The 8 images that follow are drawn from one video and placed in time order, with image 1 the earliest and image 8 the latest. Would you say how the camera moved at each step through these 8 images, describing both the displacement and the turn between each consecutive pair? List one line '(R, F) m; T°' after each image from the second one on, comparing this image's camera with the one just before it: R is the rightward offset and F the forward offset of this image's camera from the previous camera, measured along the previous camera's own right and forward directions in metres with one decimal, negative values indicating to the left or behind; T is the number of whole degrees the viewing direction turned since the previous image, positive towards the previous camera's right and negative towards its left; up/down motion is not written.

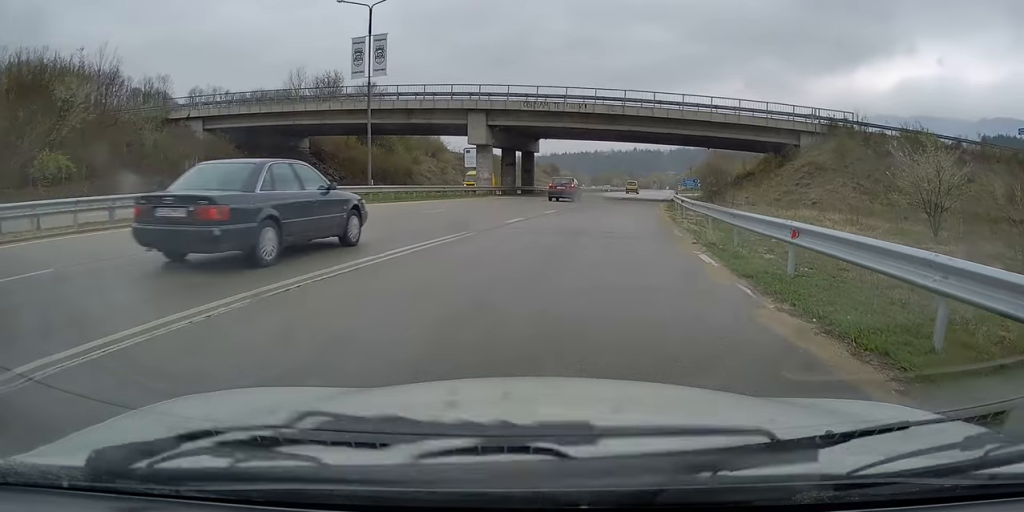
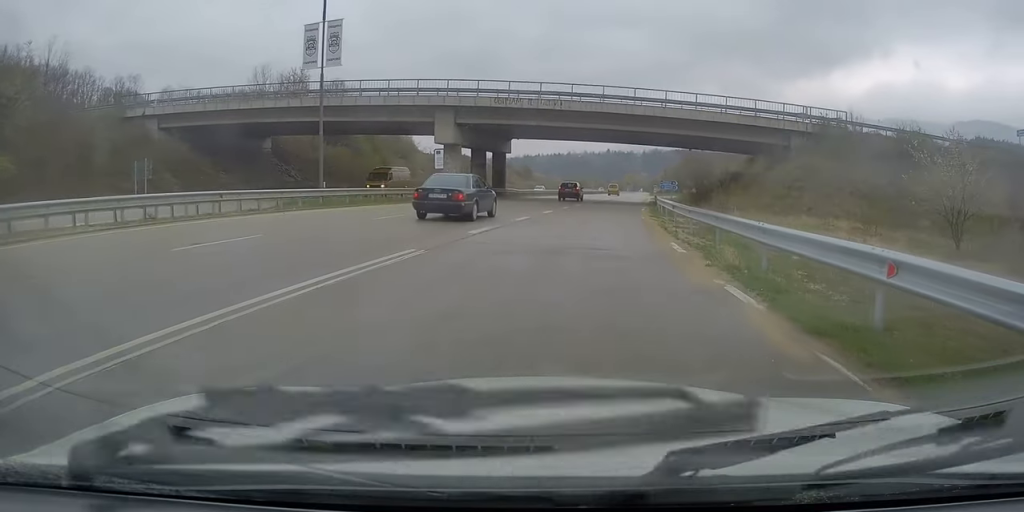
(+0.1, +3.4) m; +1°
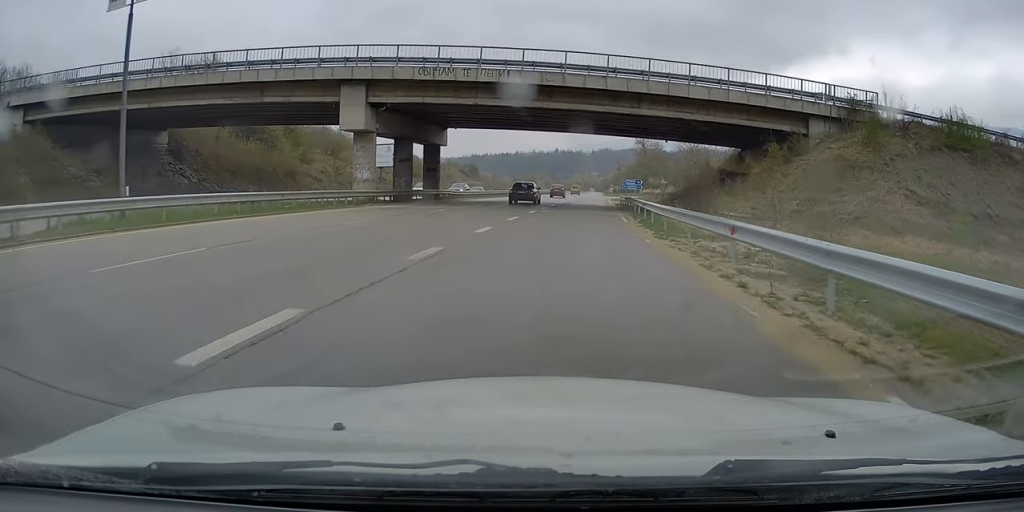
(+0.1, +11.8) m; +3°
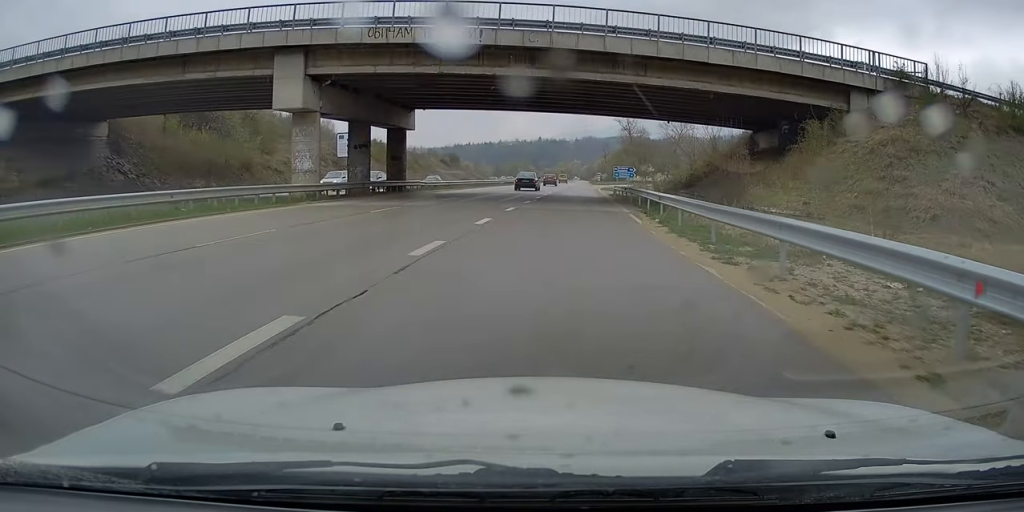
(+0.2, +6.8) m; +1°
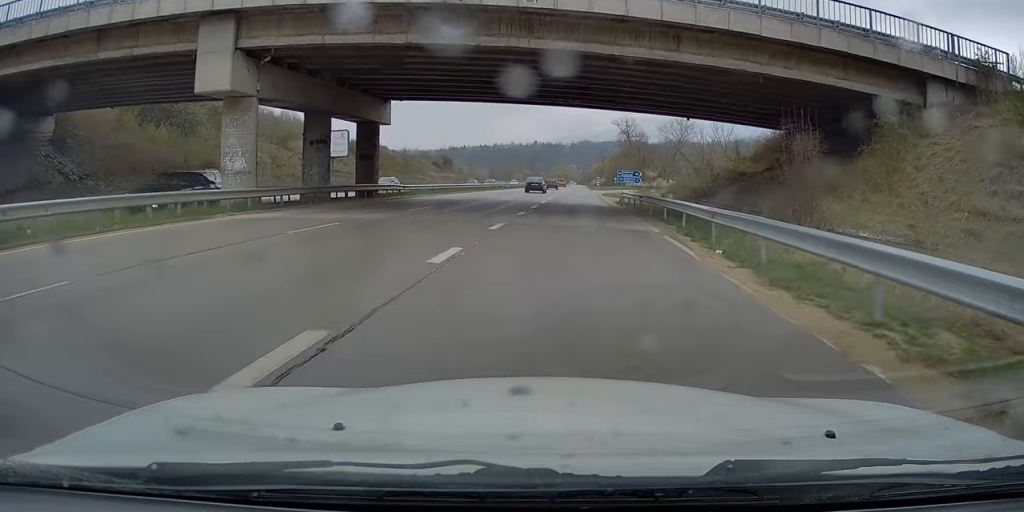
(0.0, +6.9) m; 0°
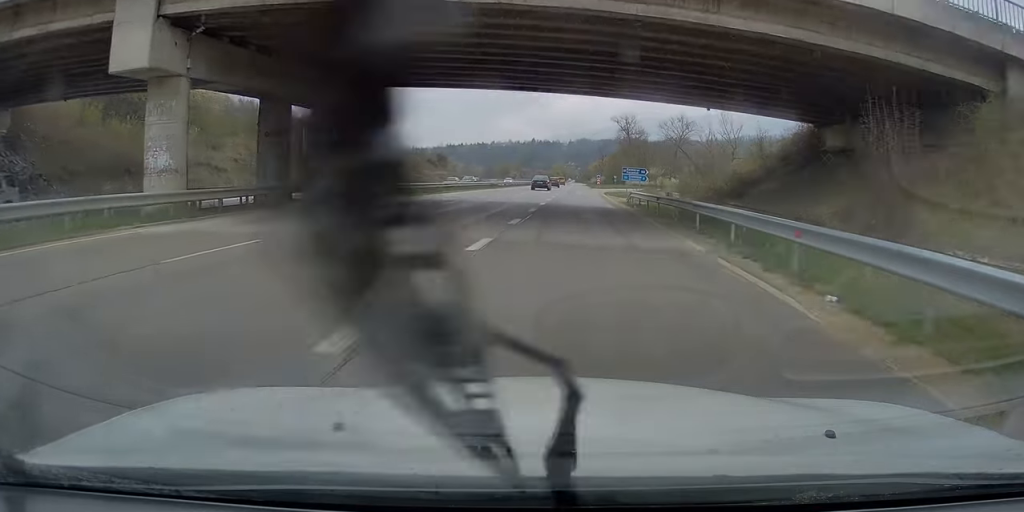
(0.0, +5.2) m; +1°
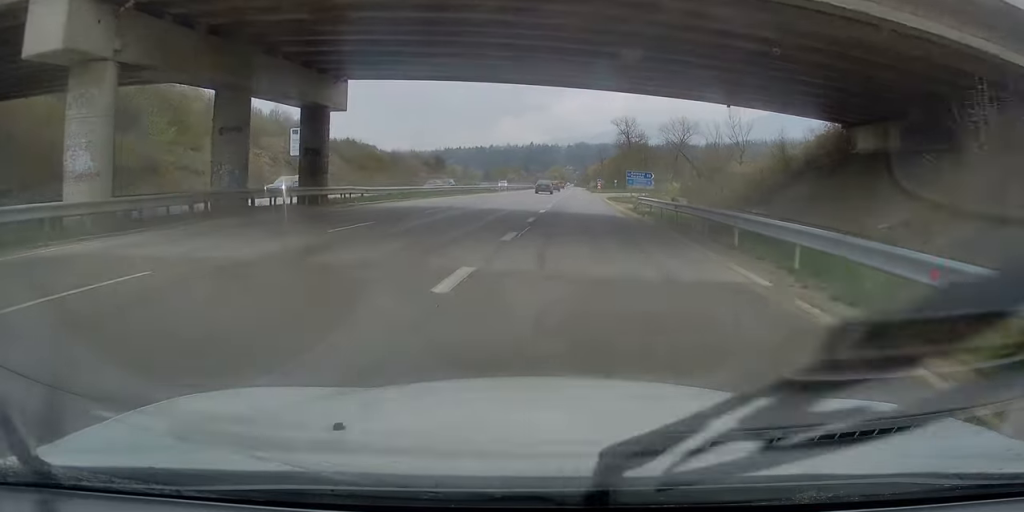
(0.0, +3.9) m; +1°
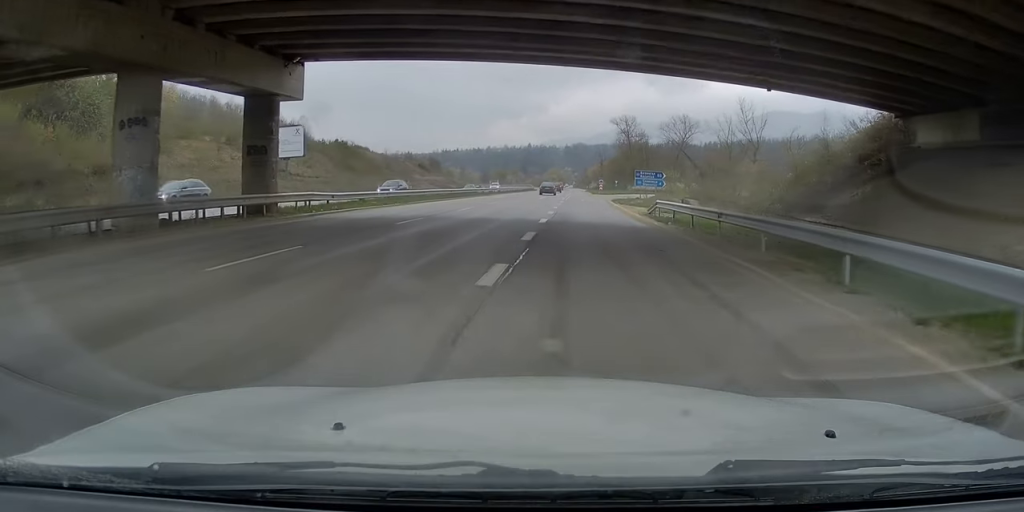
(+0.1, +5.9) m; +1°
